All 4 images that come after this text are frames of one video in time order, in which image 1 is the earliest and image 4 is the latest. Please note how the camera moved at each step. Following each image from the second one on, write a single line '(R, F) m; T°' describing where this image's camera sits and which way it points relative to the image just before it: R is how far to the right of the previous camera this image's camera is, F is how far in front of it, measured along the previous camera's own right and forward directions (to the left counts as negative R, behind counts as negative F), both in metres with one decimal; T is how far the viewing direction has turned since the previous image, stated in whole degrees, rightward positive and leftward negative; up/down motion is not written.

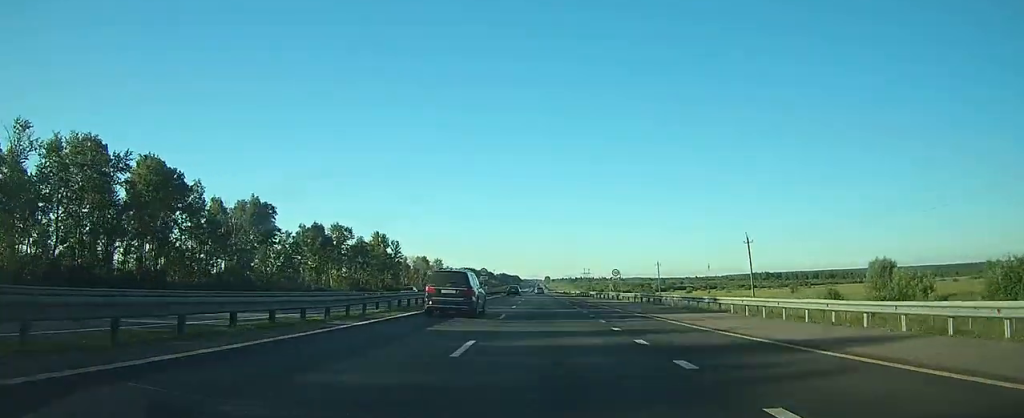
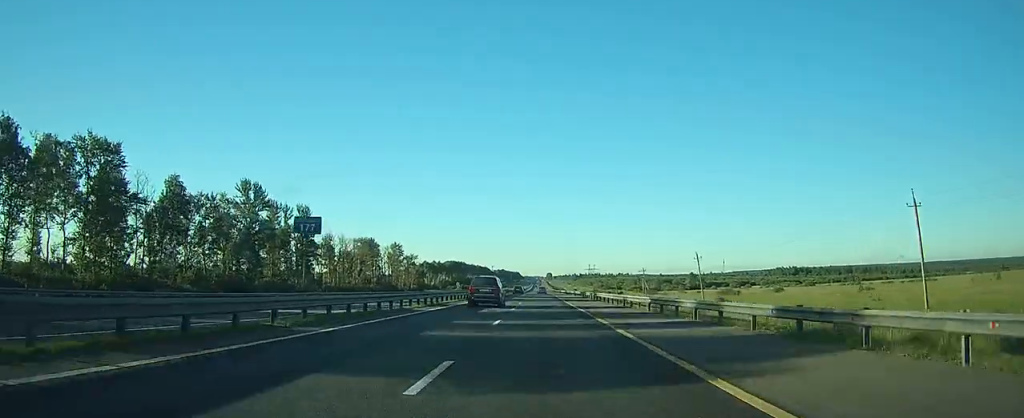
(+0.5, +100.0) m; 0°
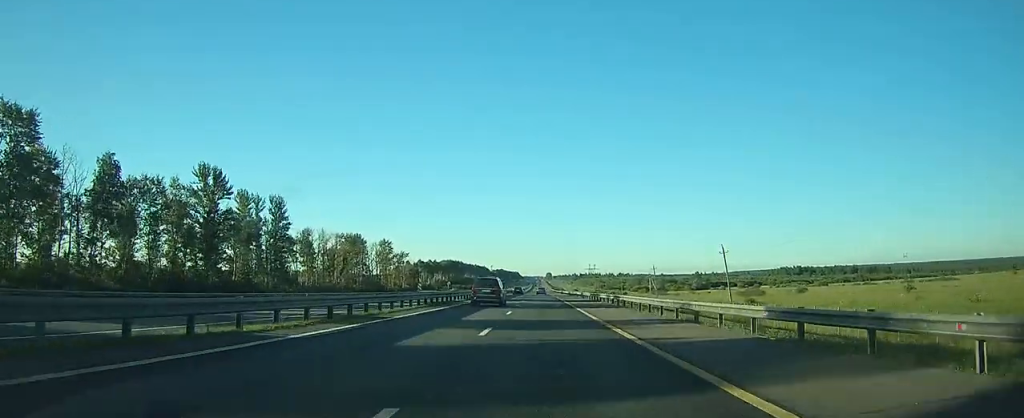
(0.0, +15.8) m; 0°
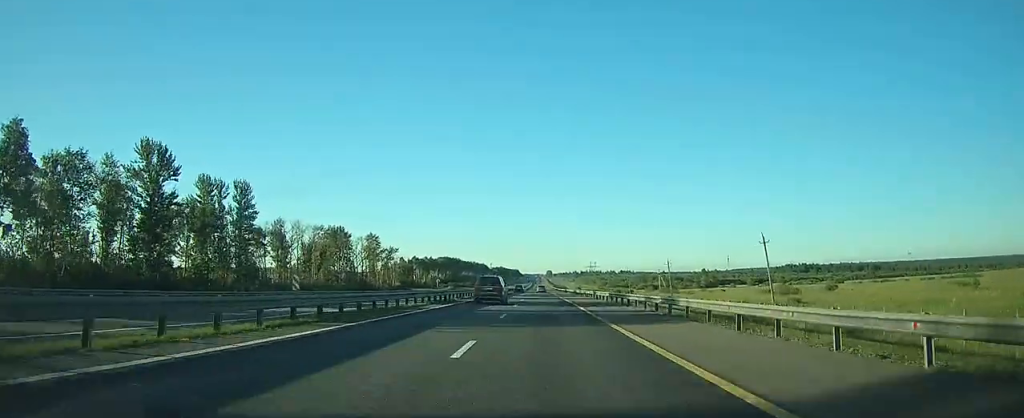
(0.0, +16.9) m; 0°
